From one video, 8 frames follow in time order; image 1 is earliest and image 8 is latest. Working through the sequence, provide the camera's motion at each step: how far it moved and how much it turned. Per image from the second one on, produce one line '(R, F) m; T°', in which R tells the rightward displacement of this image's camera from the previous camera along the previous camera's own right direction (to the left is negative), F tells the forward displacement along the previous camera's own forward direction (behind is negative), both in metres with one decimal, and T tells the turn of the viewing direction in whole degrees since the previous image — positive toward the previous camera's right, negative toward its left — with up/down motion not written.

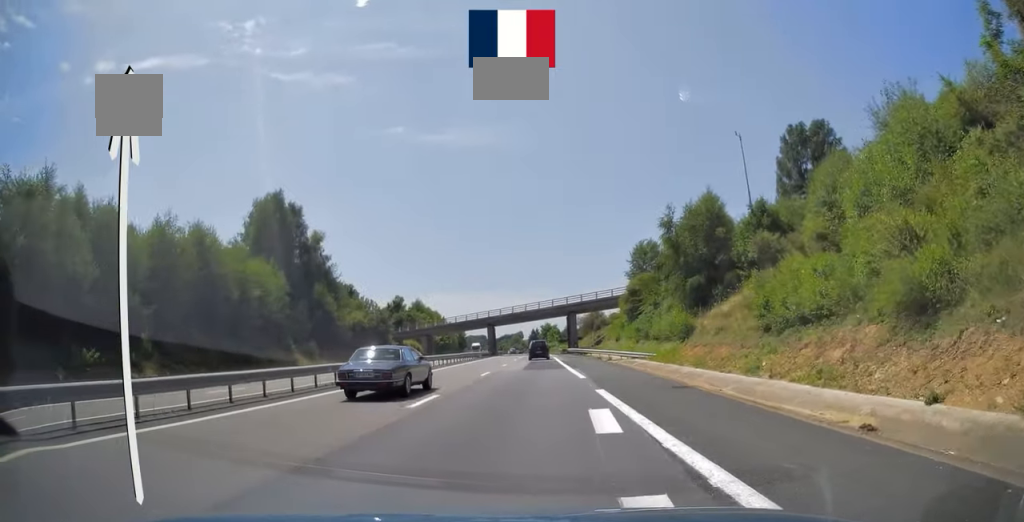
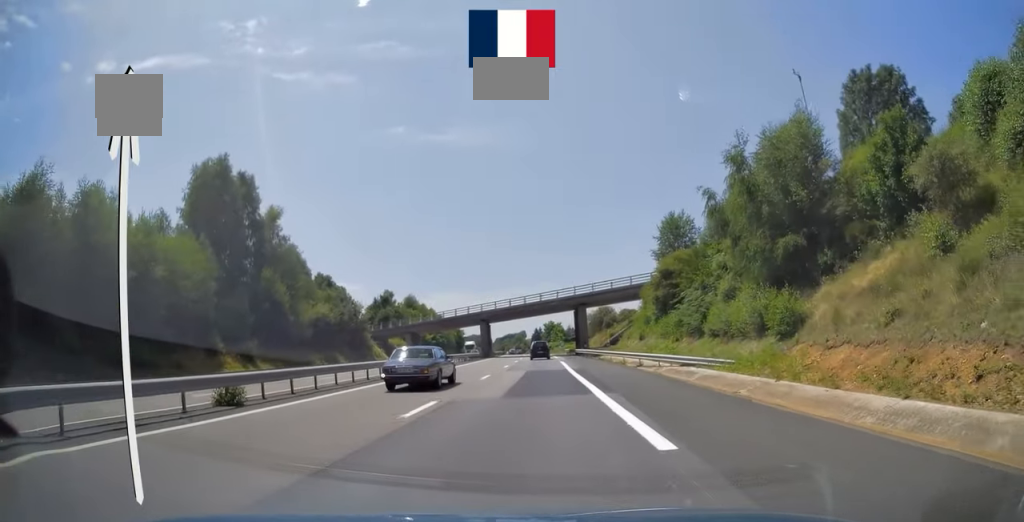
(0.0, +14.4) m; 0°
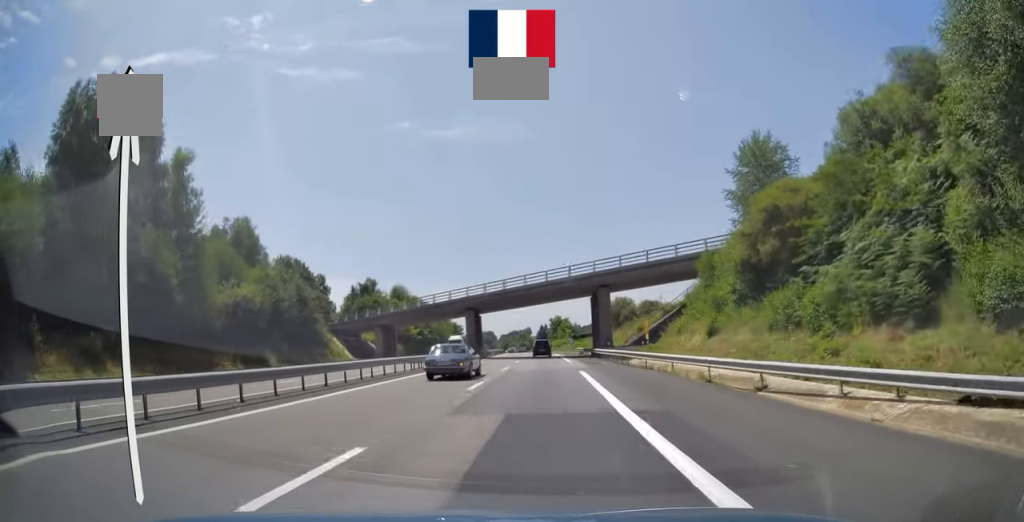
(-0.1, +20.1) m; 0°
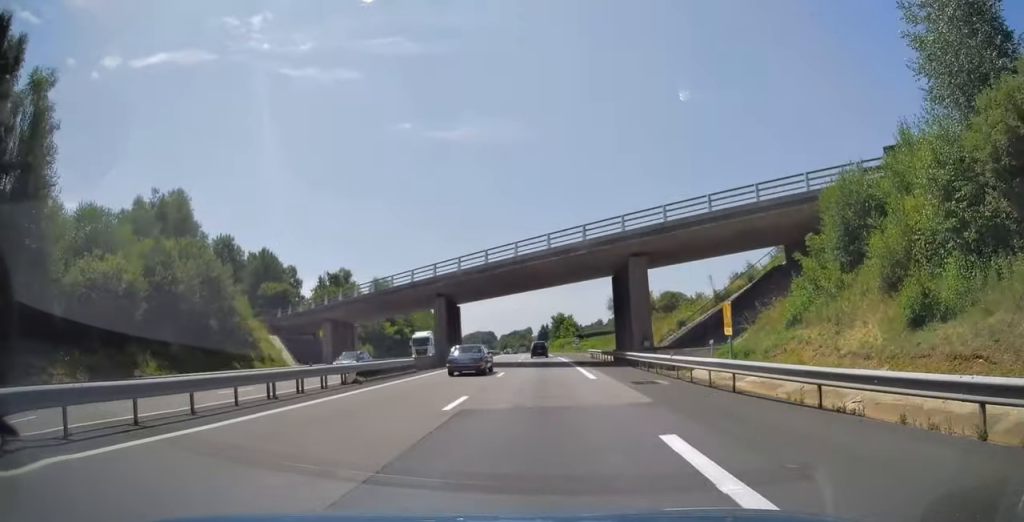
(0.0, +18.1) m; 0°
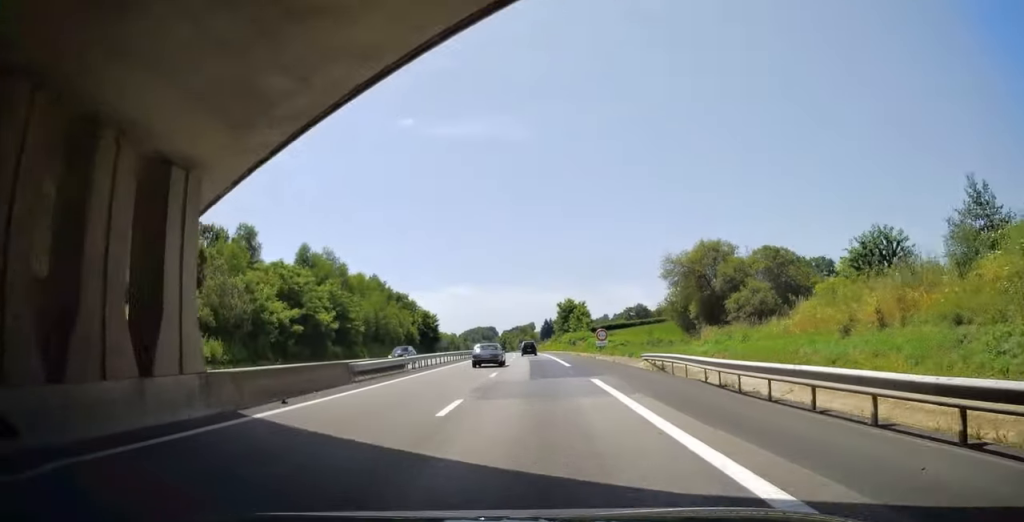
(-0.3, +40.4) m; -1°
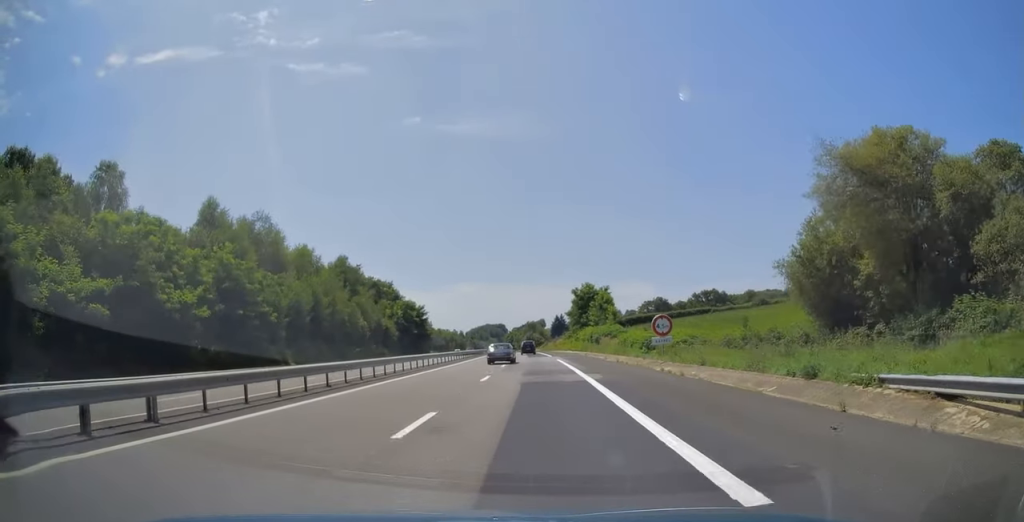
(-0.1, +28.8) m; -1°
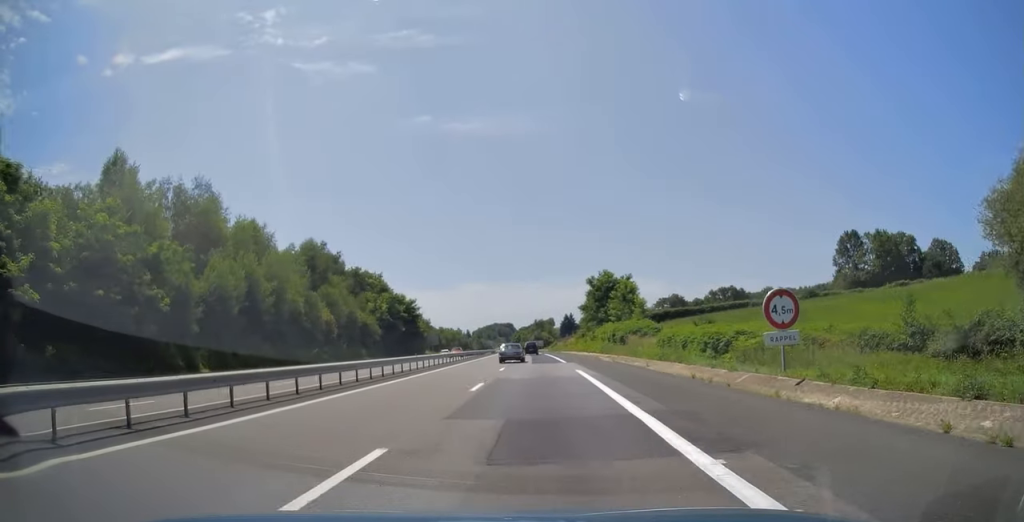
(0.0, +17.0) m; 0°
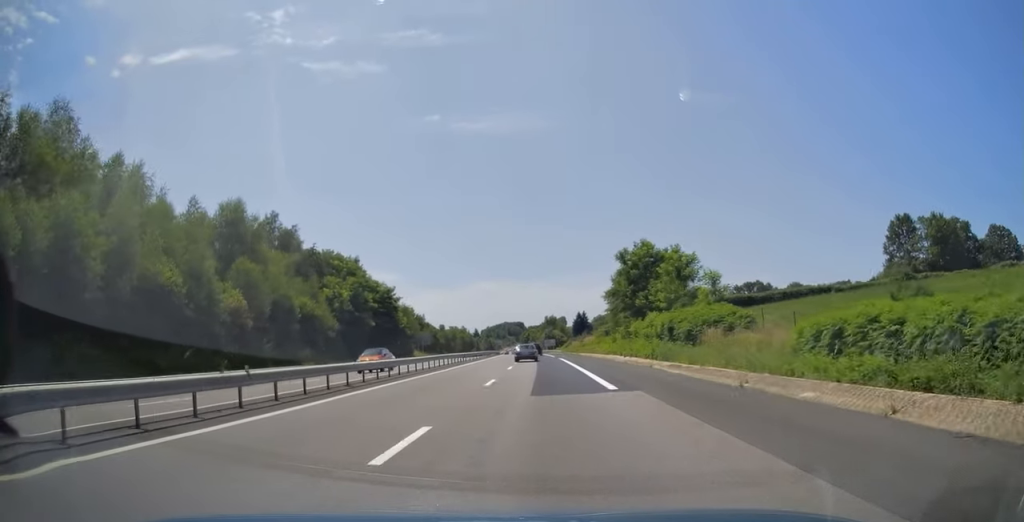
(-0.1, +24.1) m; -1°
